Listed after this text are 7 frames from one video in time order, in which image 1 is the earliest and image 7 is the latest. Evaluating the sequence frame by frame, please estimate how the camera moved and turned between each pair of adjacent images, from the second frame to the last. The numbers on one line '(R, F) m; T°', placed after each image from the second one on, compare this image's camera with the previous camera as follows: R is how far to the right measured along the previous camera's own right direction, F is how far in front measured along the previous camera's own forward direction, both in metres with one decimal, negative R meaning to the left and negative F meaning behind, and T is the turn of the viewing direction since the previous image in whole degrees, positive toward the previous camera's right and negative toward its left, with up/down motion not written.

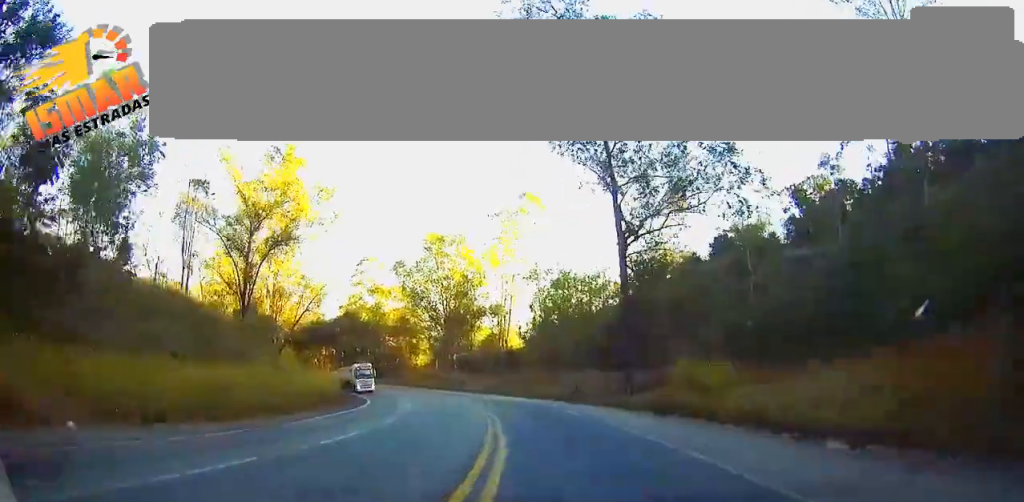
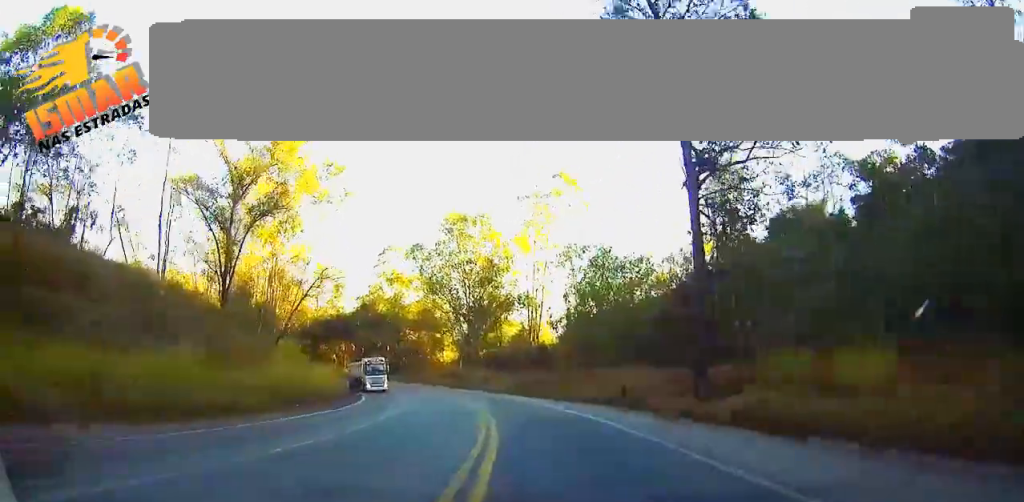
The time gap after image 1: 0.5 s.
(+0.1, +11.5) m; -3°
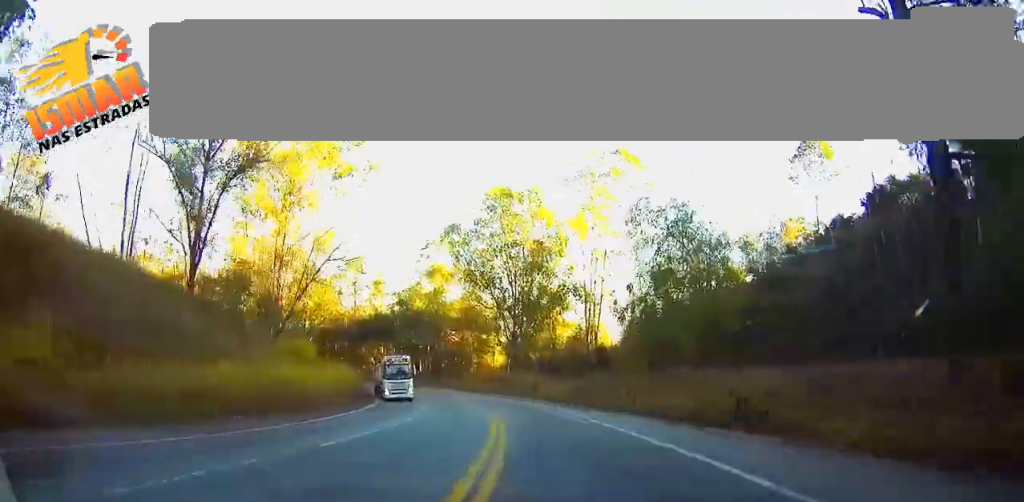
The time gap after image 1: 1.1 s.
(-0.7, +14.3) m; -4°
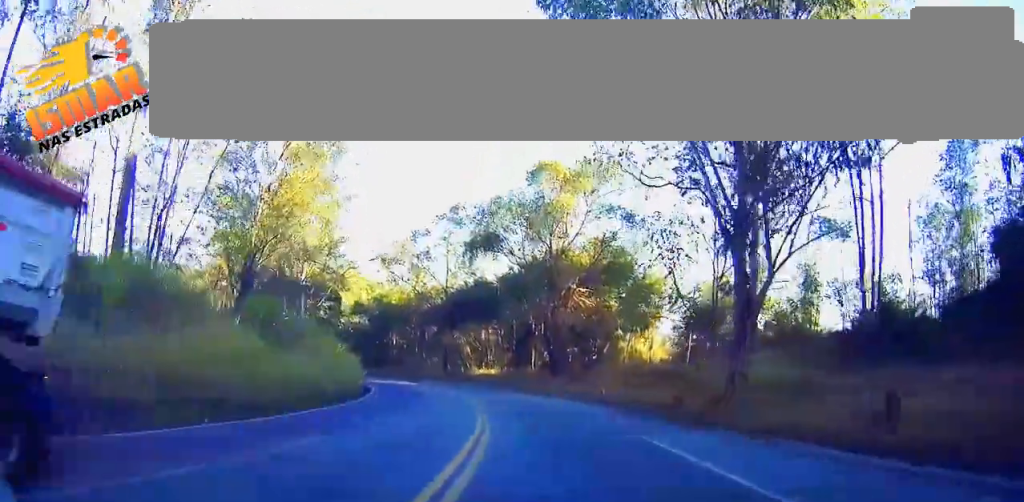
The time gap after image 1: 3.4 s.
(-5.8, +50.9) m; -14°
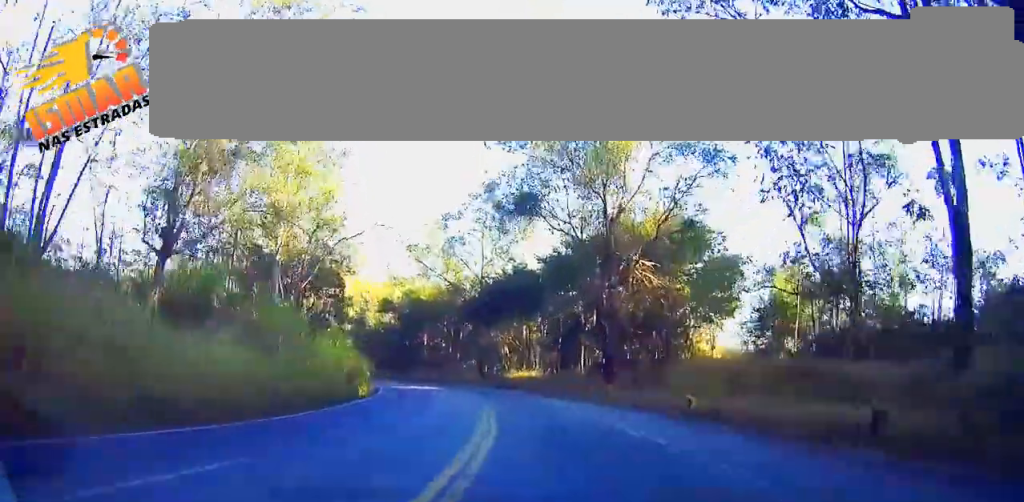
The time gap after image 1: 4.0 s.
(-0.8, +14.6) m; -3°
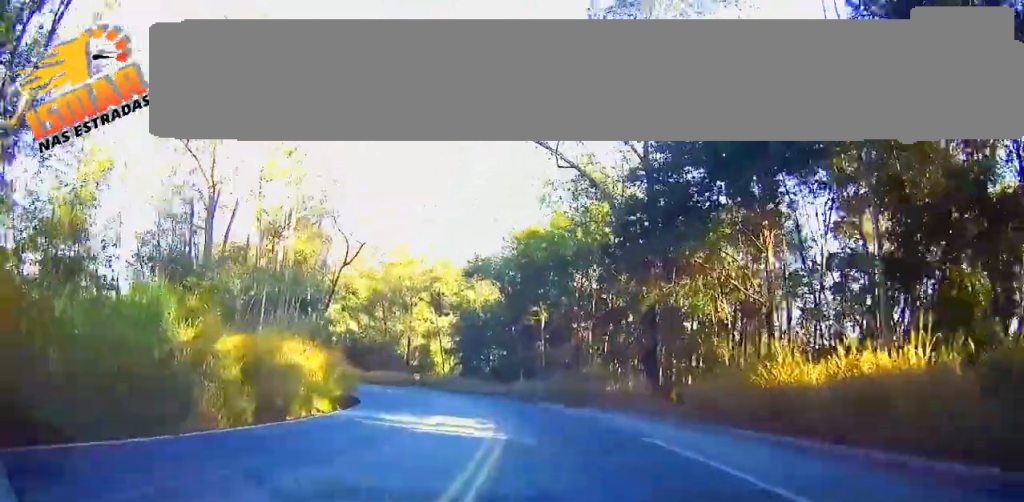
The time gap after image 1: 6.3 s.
(-4.7, +53.7) m; -10°
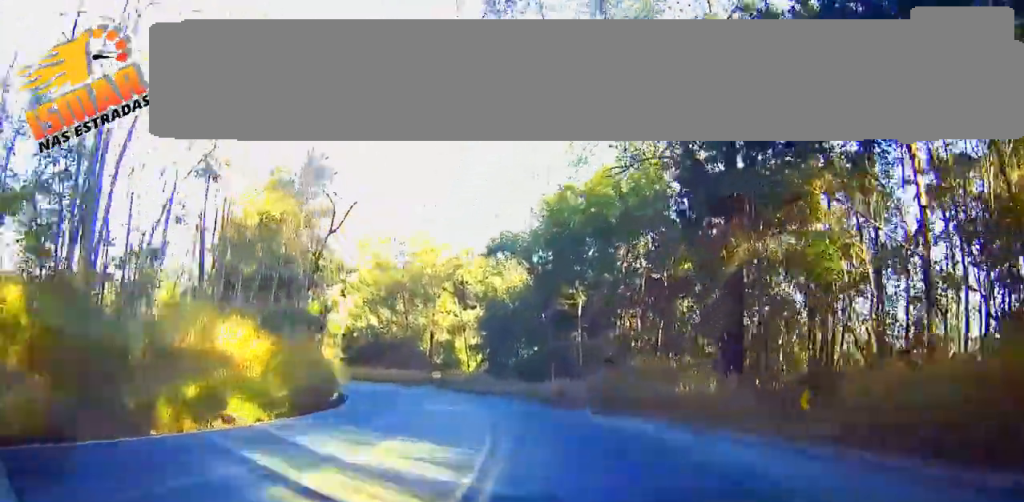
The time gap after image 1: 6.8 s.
(-0.4, +11.8) m; -3°
